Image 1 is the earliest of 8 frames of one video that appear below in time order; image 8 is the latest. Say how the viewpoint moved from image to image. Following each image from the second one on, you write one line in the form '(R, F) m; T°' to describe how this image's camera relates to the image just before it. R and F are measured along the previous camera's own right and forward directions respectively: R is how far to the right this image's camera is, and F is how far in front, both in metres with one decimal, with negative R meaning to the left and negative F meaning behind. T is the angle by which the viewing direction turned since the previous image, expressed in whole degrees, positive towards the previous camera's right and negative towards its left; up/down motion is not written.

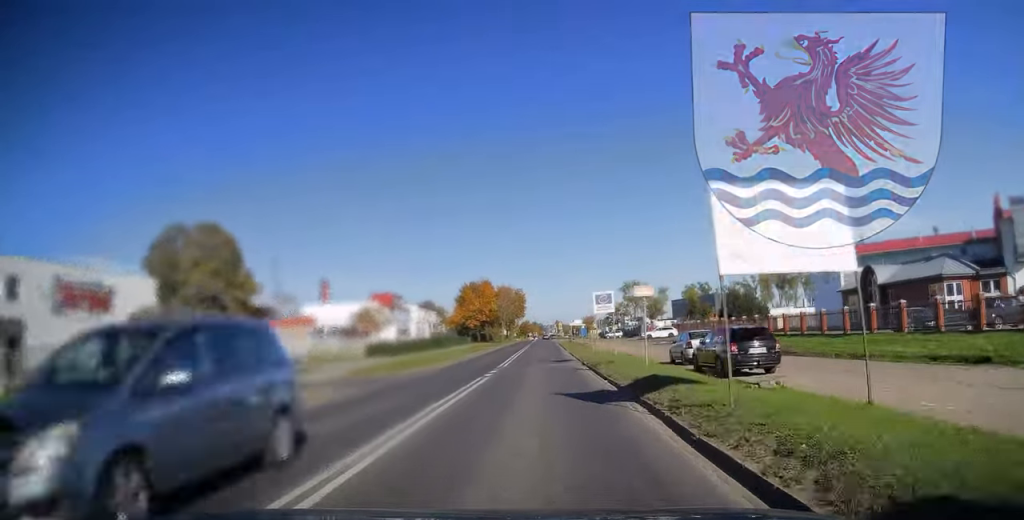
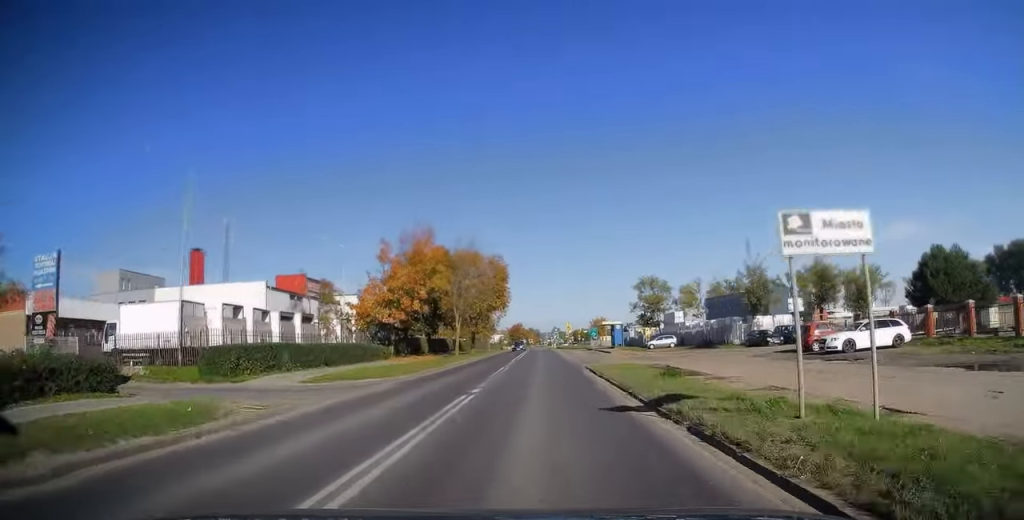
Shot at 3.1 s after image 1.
(0.0, +52.3) m; +1°
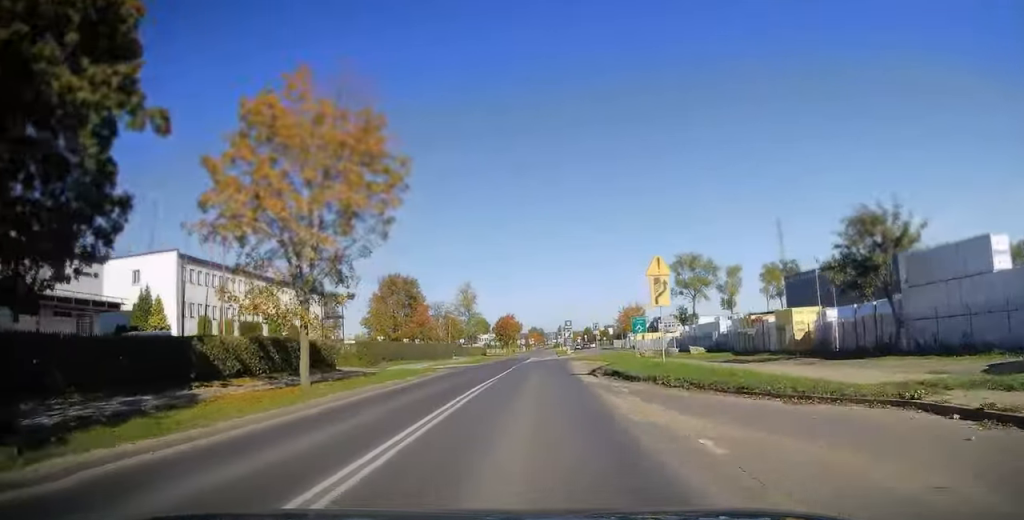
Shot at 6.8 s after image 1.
(0.0, +61.6) m; 0°
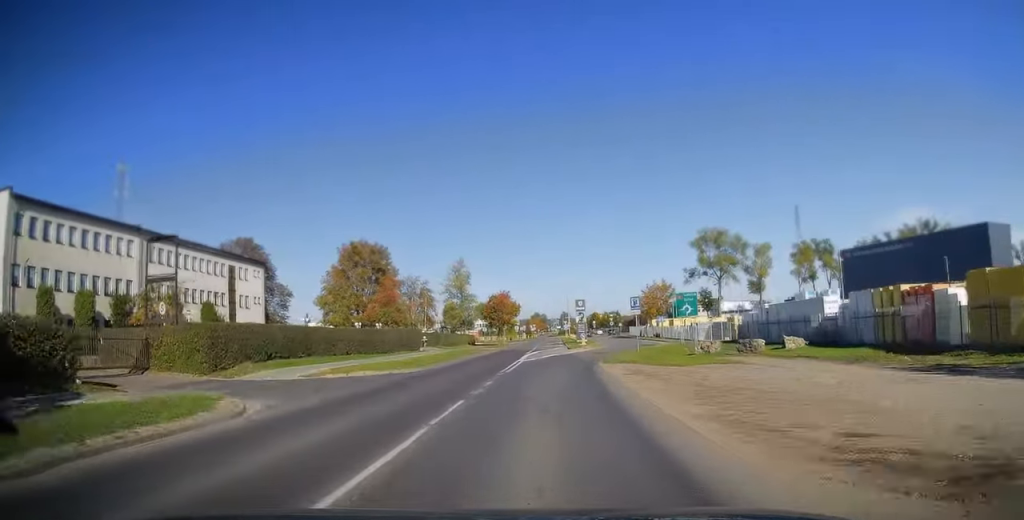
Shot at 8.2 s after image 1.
(0.0, +23.7) m; +2°
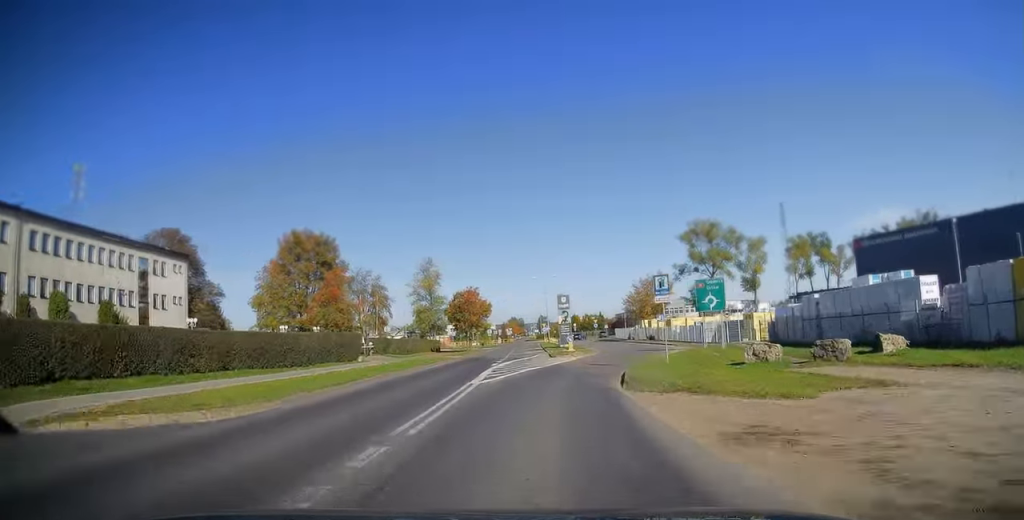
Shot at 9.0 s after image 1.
(-0.3, +13.5) m; +1°
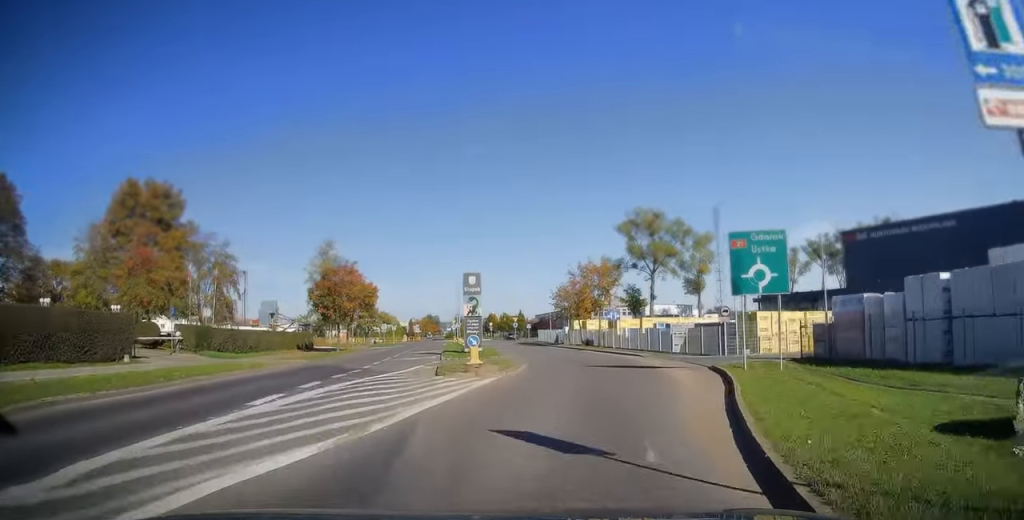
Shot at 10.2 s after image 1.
(+1.0, +19.4) m; +3°
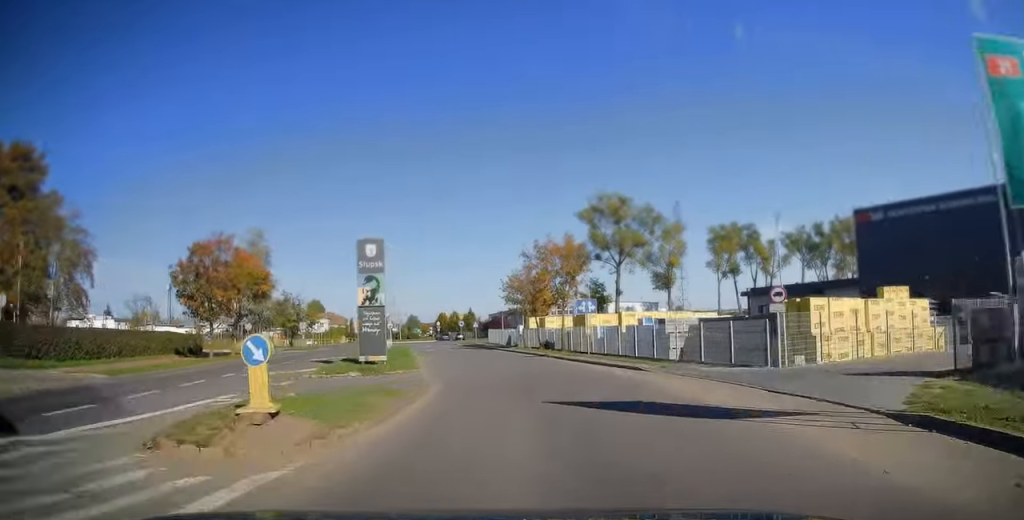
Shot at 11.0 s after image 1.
(+0.1, +13.8) m; +2°
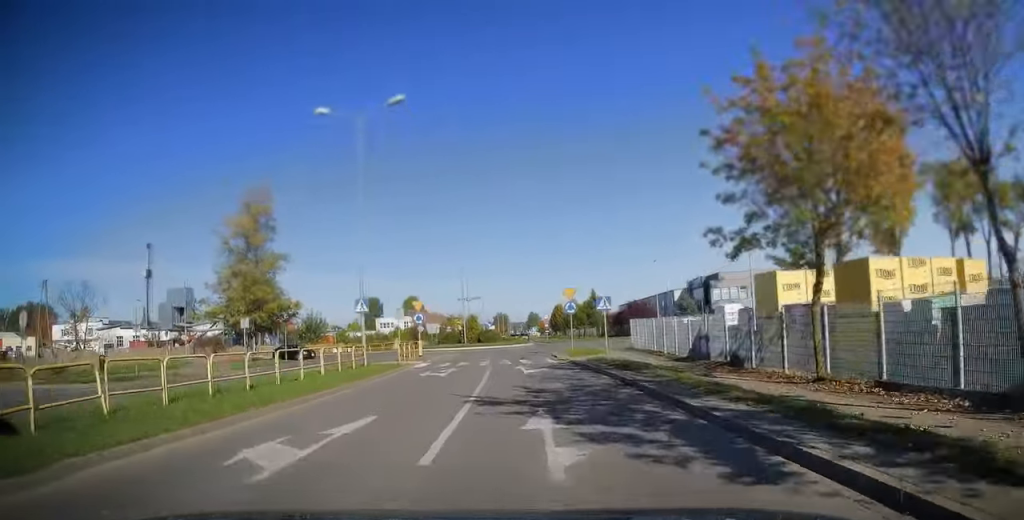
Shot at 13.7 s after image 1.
(-0.1, +41.9) m; -4°
